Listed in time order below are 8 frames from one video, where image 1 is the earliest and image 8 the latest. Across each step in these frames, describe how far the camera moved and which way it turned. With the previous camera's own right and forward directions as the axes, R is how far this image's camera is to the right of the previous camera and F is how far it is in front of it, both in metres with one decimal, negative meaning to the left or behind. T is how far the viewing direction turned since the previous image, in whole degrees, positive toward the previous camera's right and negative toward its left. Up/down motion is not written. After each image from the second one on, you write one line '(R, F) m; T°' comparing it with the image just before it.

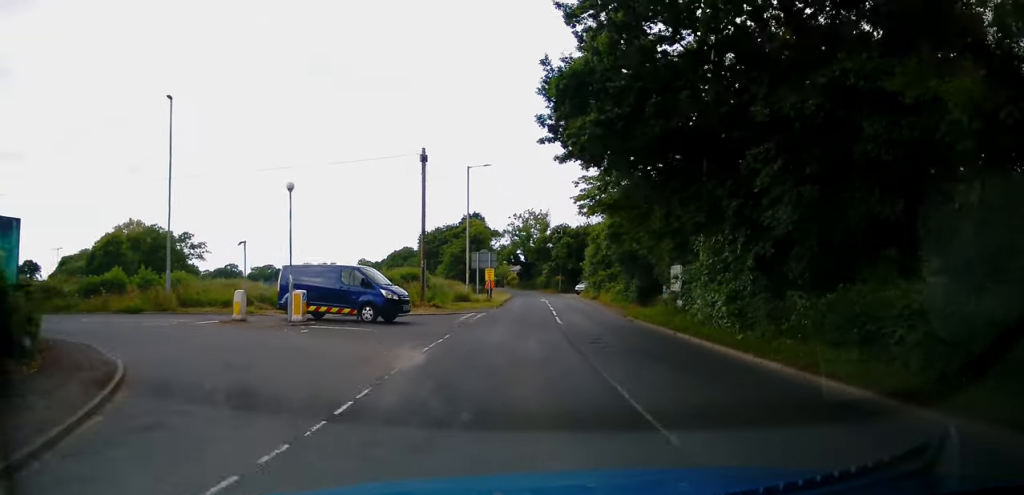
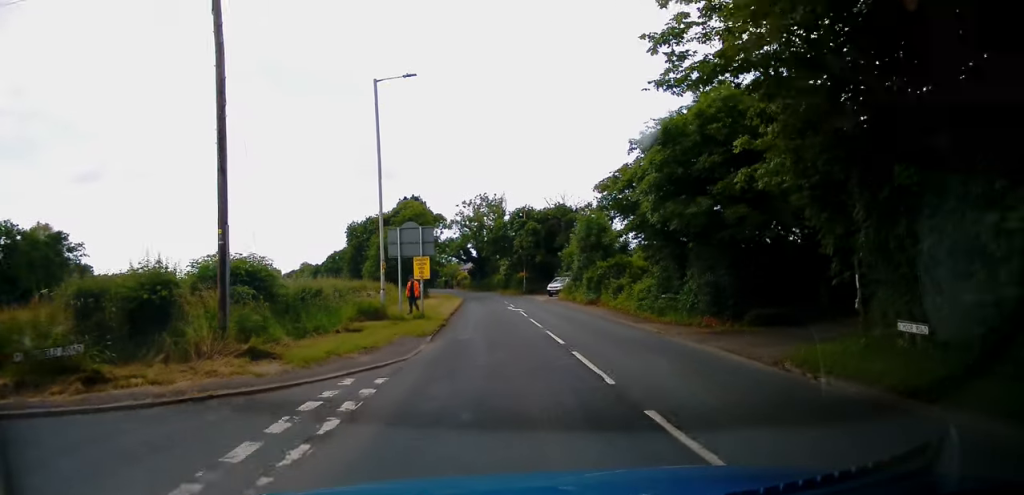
(+0.7, +19.7) m; +4°
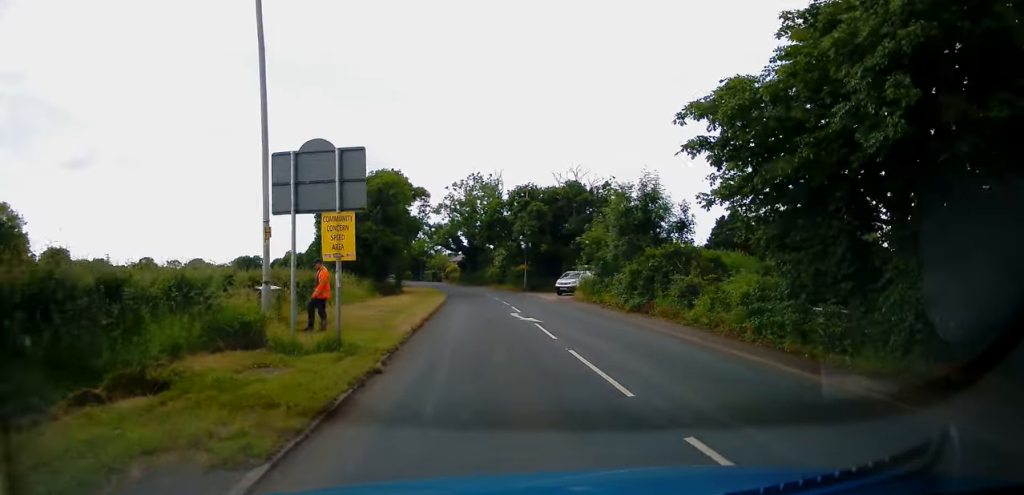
(+0.3, +12.9) m; +2°
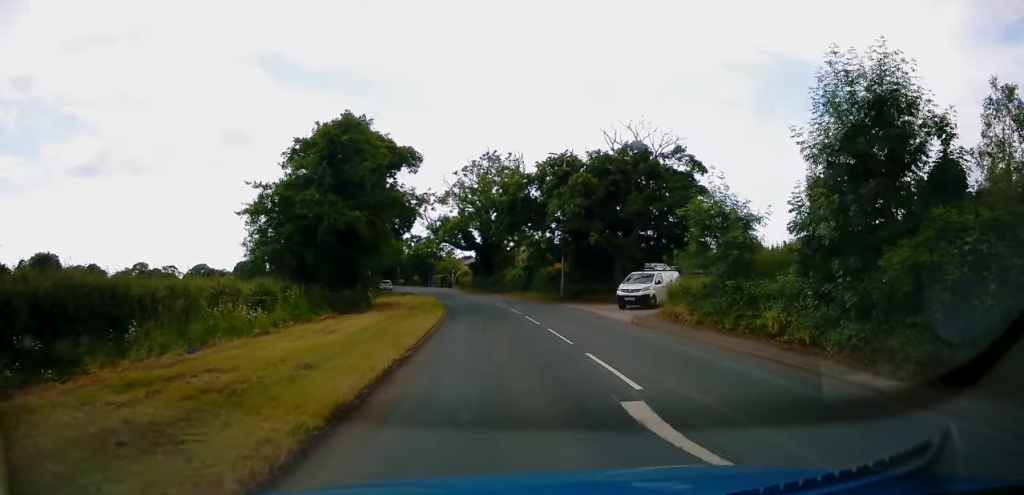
(+0.2, +16.6) m; -1°
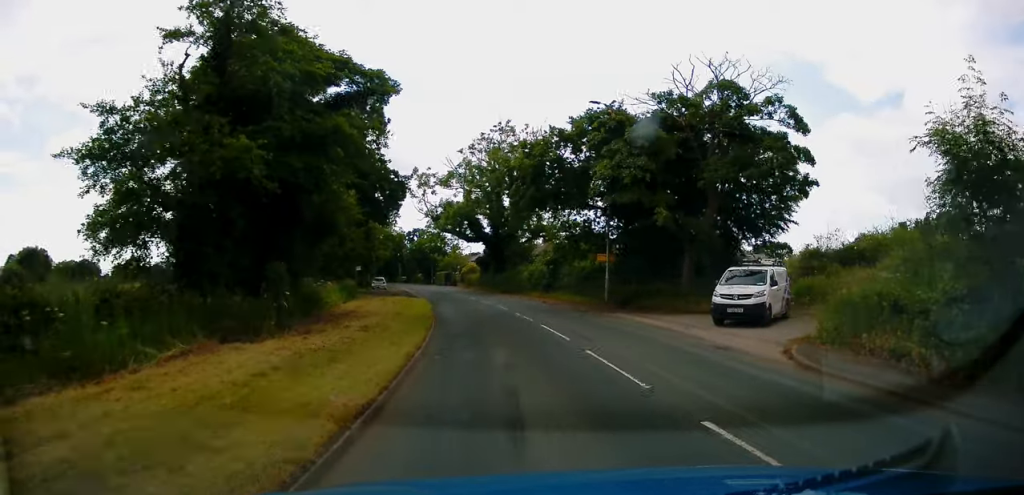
(-0.2, +12.2) m; -1°
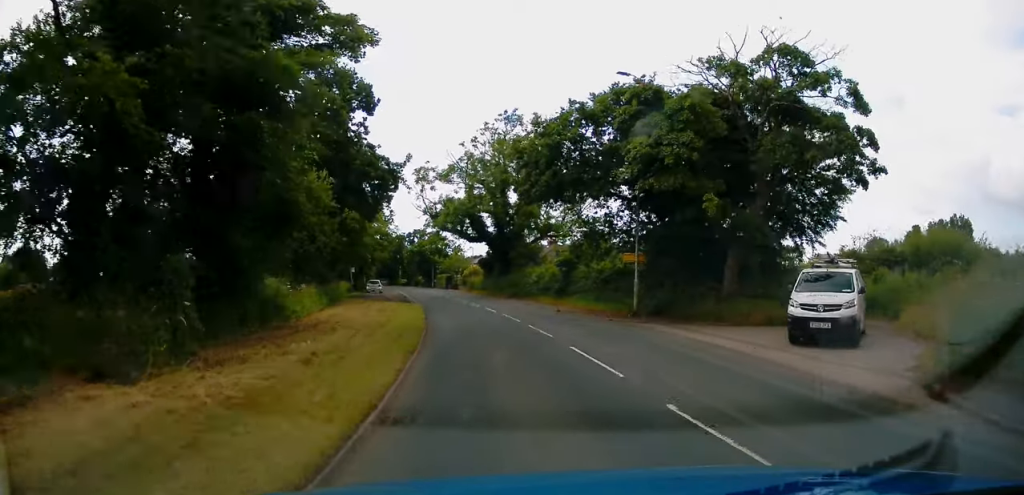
(0.0, +4.9) m; 0°
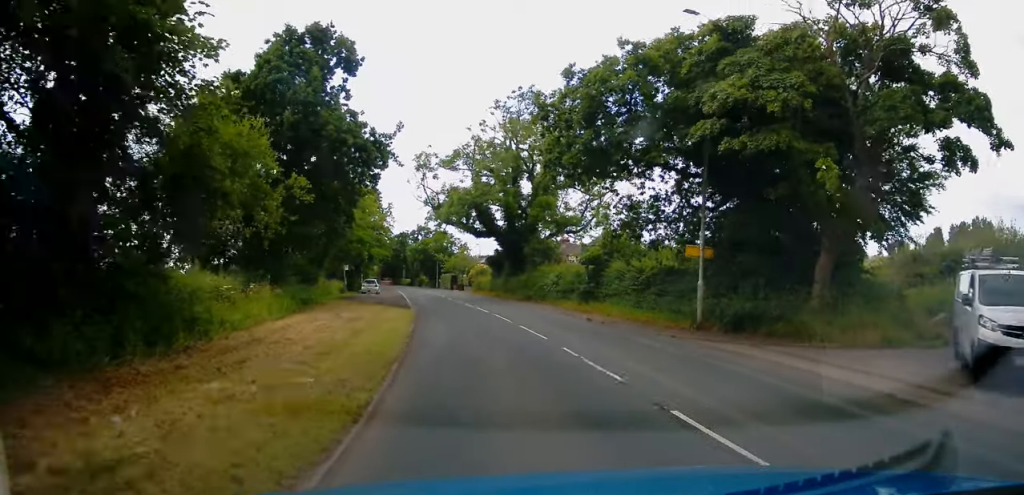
(0.0, +6.5) m; +1°
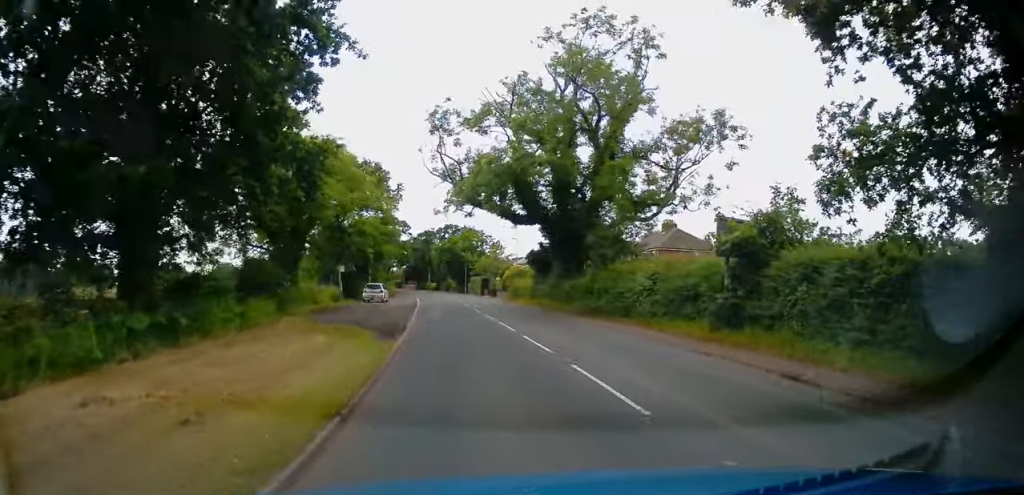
(+0.3, +13.7) m; -2°
